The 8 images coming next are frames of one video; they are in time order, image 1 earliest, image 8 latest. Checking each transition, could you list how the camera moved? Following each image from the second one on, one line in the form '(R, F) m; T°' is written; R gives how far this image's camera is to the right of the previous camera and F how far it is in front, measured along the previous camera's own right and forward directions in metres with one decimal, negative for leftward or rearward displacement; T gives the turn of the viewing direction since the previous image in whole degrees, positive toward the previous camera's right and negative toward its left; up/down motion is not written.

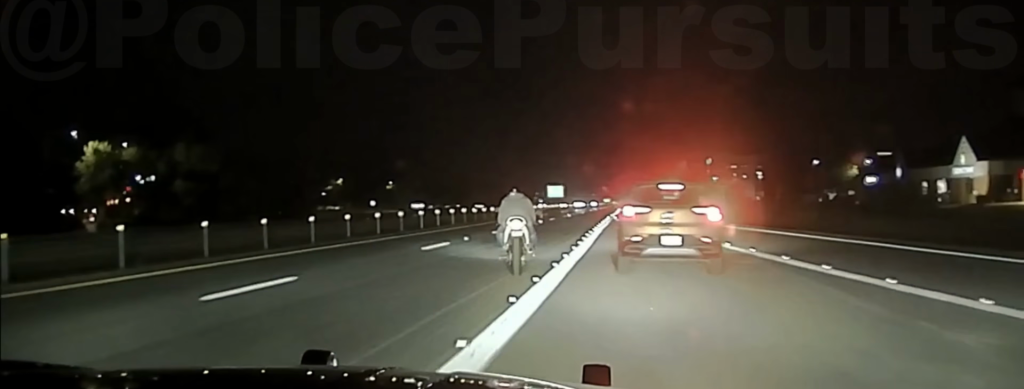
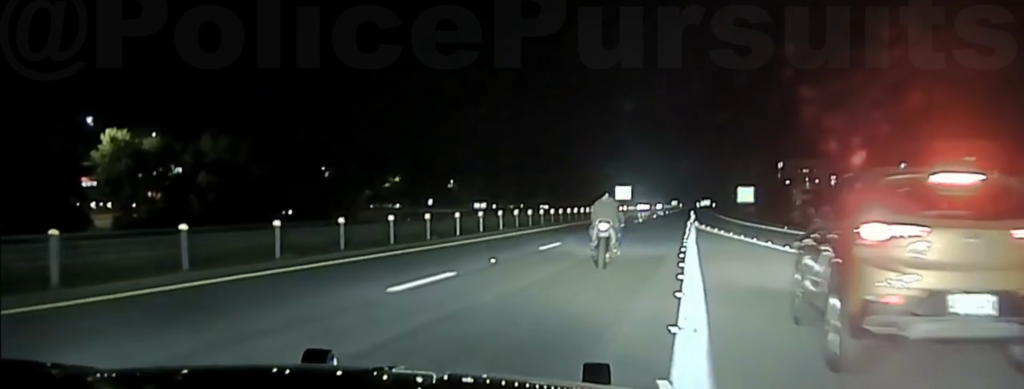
(-0.4, +11.2) m; -1°
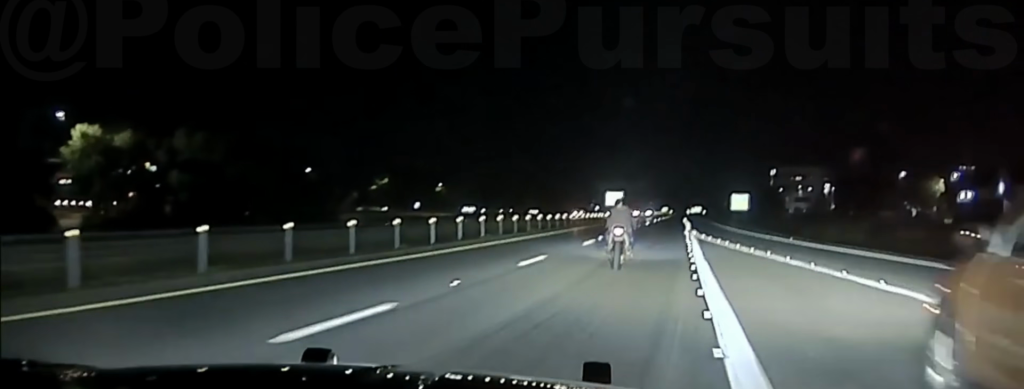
(+0.1, +3.9) m; +2°
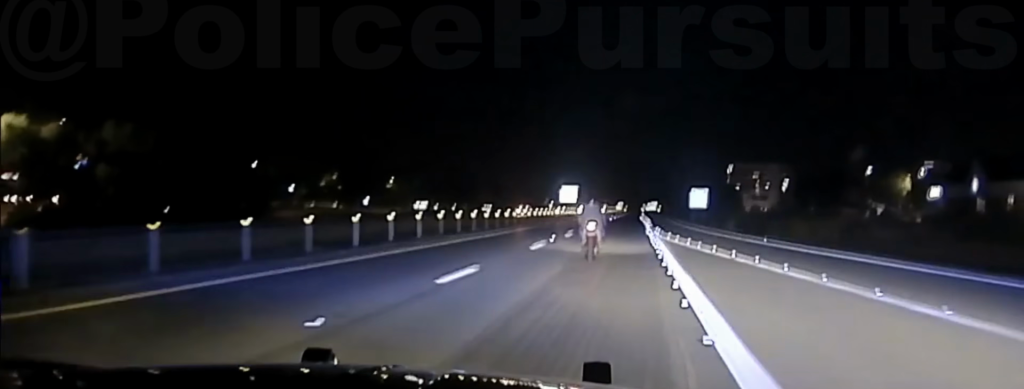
(0.0, +4.1) m; +2°
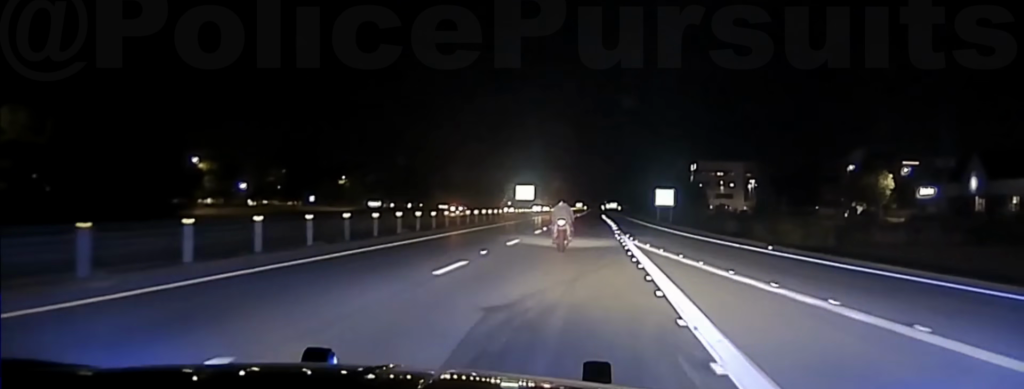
(+0.2, +8.8) m; +2°
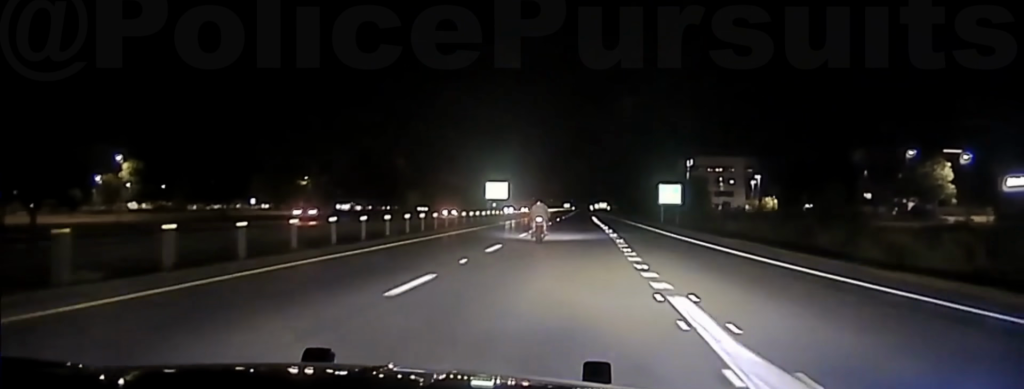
(+0.4, +27.3) m; +1°
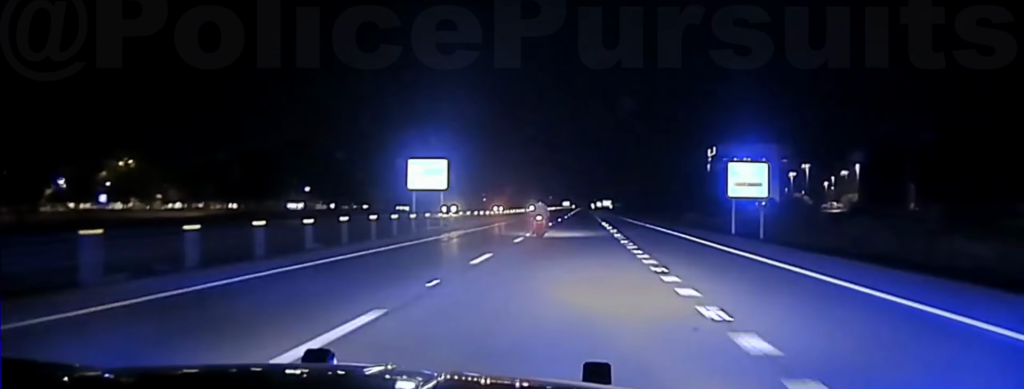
(-0.1, +56.7) m; 0°
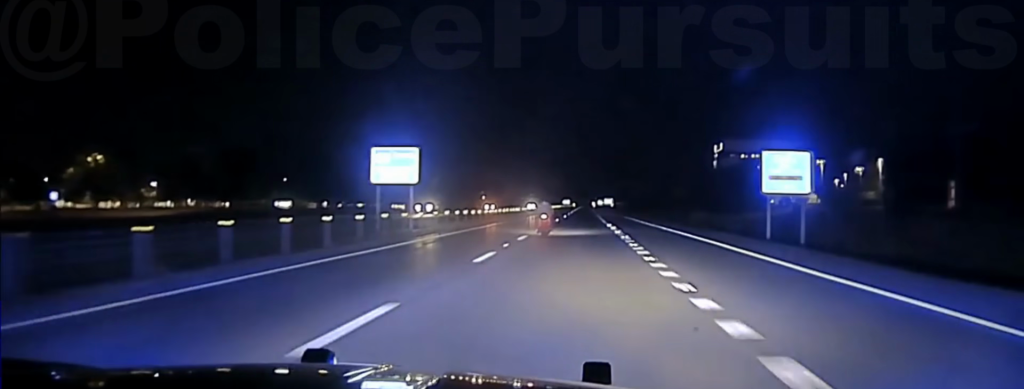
(0.0, +11.9) m; 0°
